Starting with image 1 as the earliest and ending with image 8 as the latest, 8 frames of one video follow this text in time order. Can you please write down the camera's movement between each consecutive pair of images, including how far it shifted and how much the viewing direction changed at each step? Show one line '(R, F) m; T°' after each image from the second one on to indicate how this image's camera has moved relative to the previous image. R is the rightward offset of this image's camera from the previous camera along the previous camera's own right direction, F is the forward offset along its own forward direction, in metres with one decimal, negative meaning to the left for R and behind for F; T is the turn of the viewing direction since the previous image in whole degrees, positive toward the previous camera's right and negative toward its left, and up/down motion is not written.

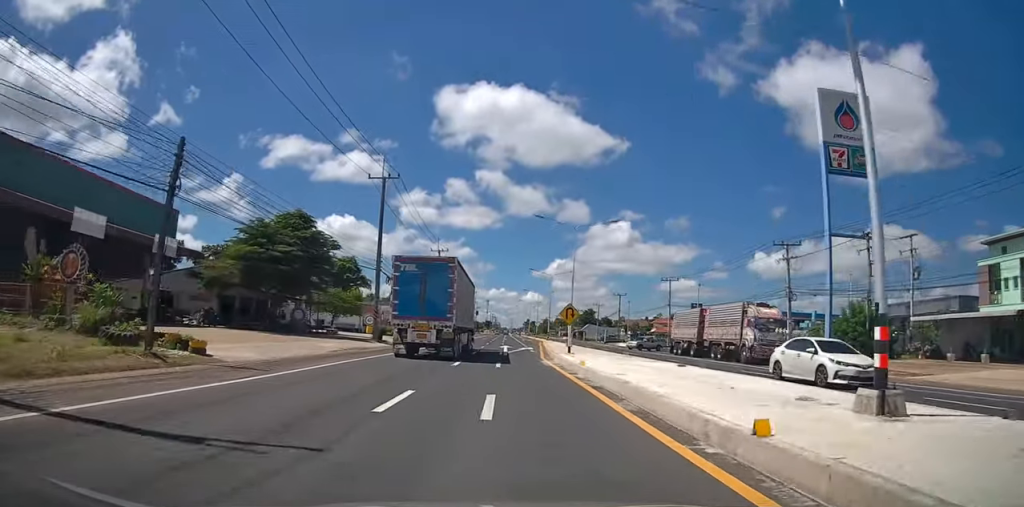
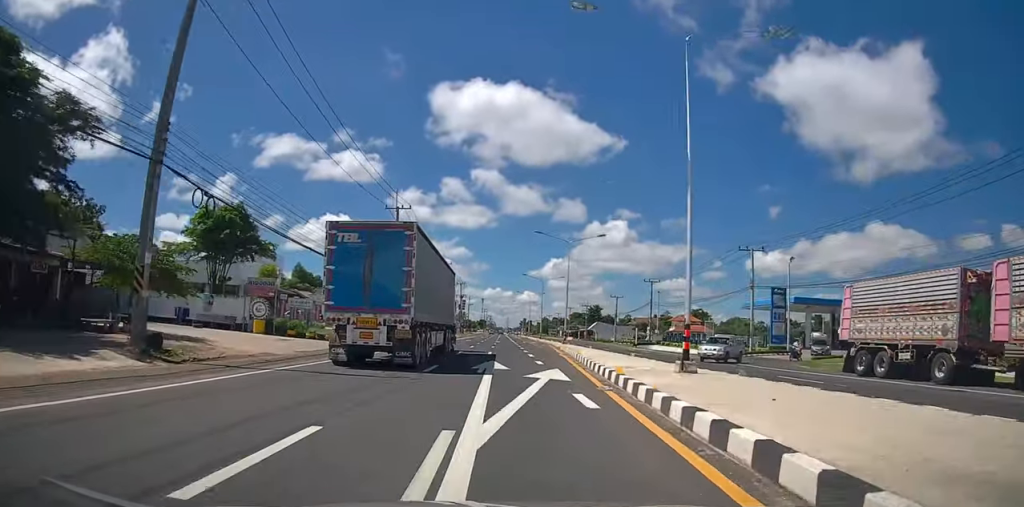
(0.0, +28.4) m; 0°
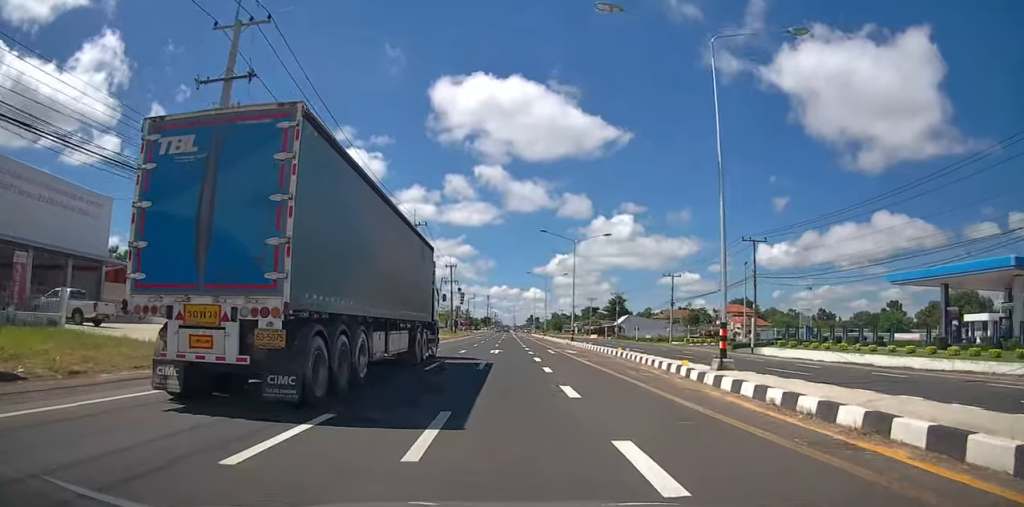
(-0.3, +34.6) m; -1°
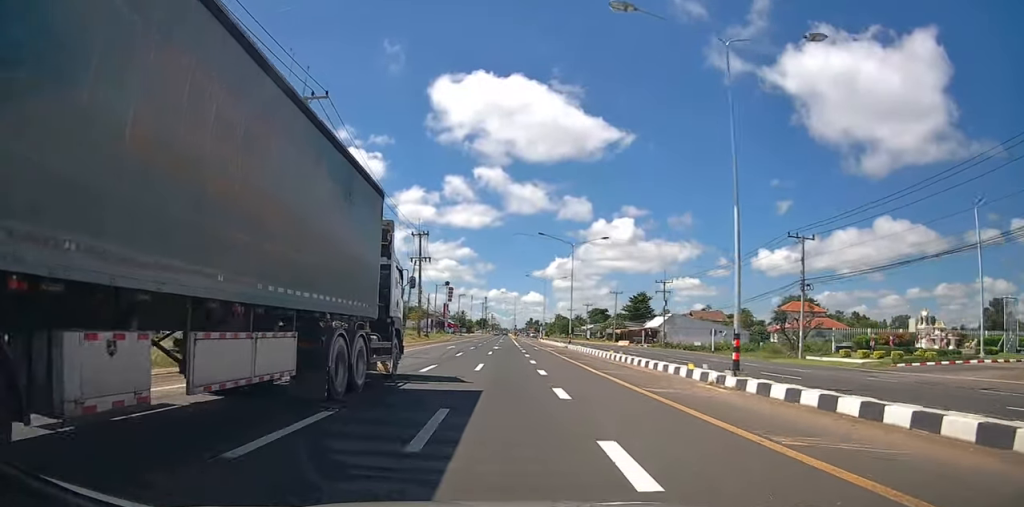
(0.0, +35.2) m; 0°
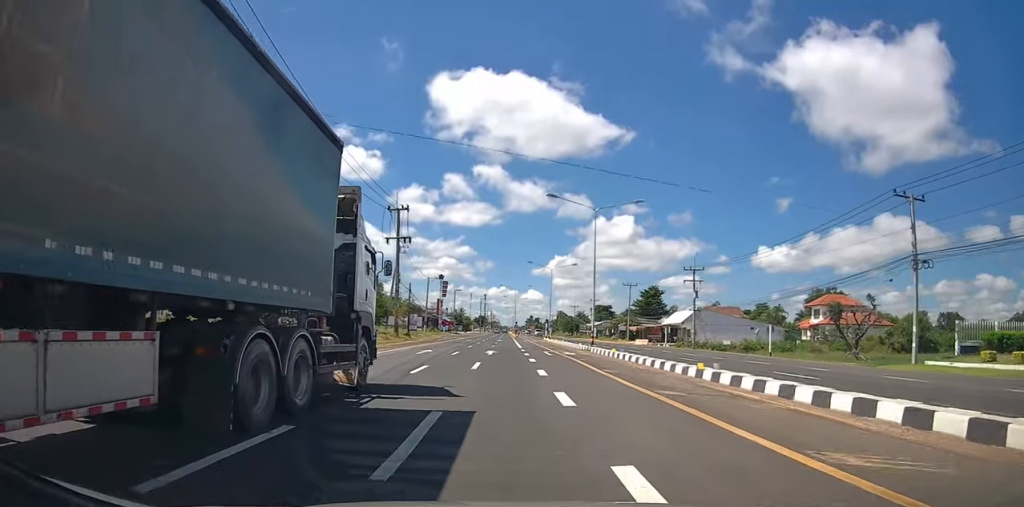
(+0.1, +13.0) m; 0°
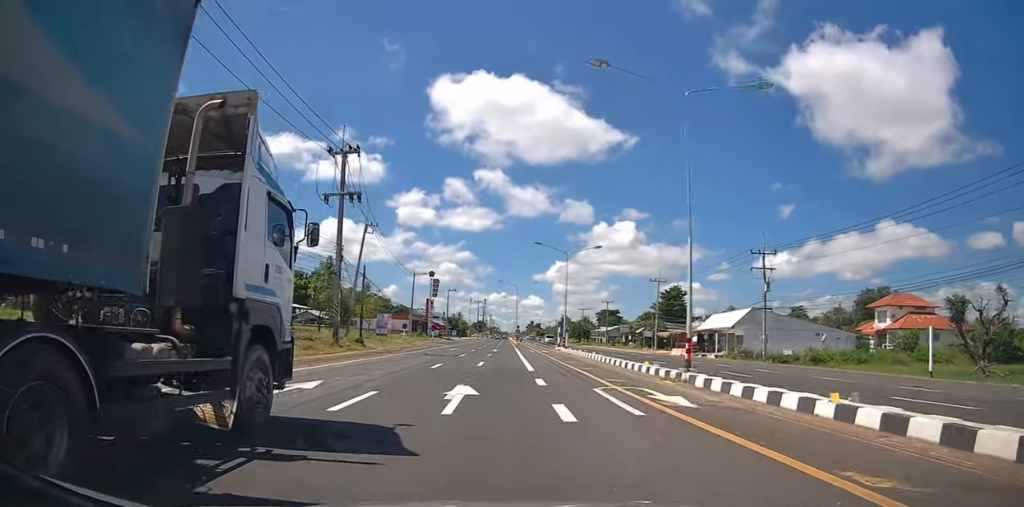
(0.0, +18.7) m; 0°
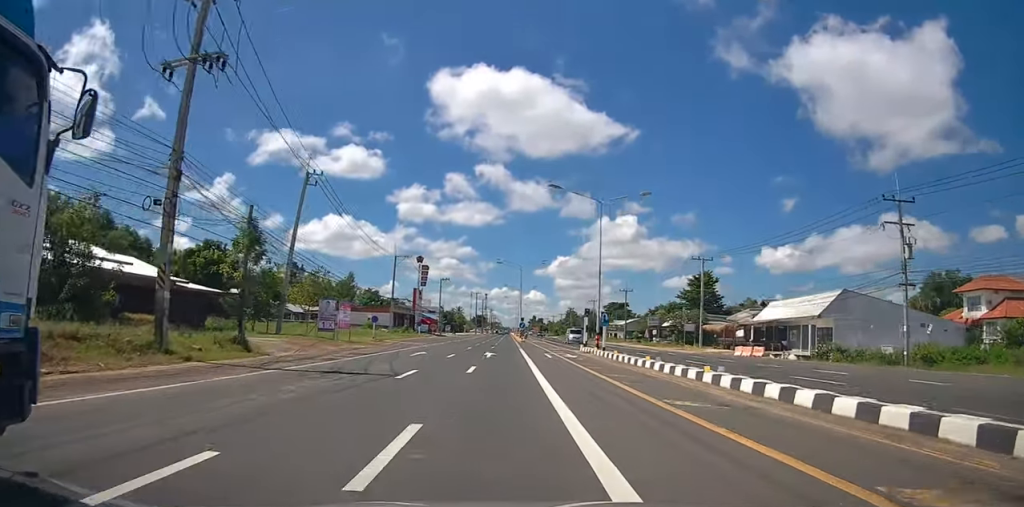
(0.0, +18.3) m; 0°
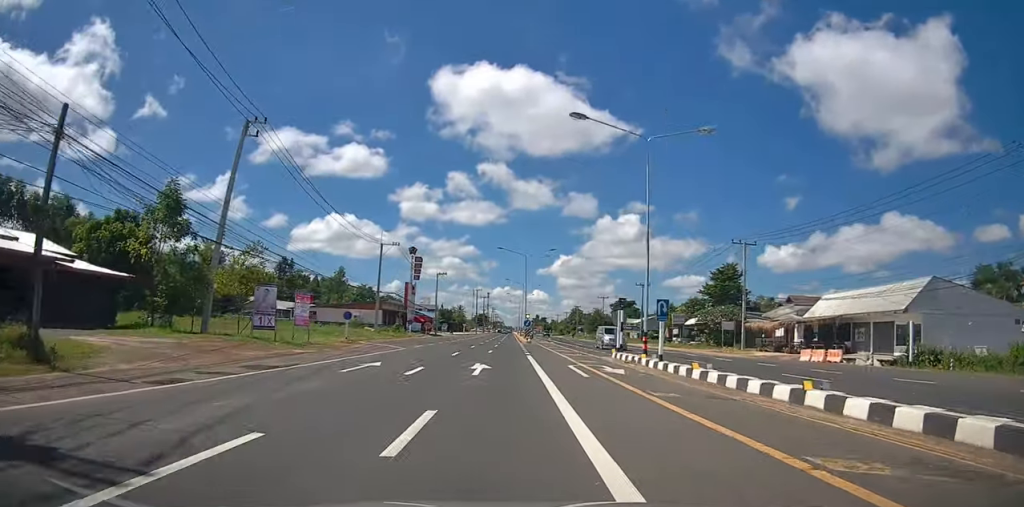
(+0.1, +11.0) m; -1°
